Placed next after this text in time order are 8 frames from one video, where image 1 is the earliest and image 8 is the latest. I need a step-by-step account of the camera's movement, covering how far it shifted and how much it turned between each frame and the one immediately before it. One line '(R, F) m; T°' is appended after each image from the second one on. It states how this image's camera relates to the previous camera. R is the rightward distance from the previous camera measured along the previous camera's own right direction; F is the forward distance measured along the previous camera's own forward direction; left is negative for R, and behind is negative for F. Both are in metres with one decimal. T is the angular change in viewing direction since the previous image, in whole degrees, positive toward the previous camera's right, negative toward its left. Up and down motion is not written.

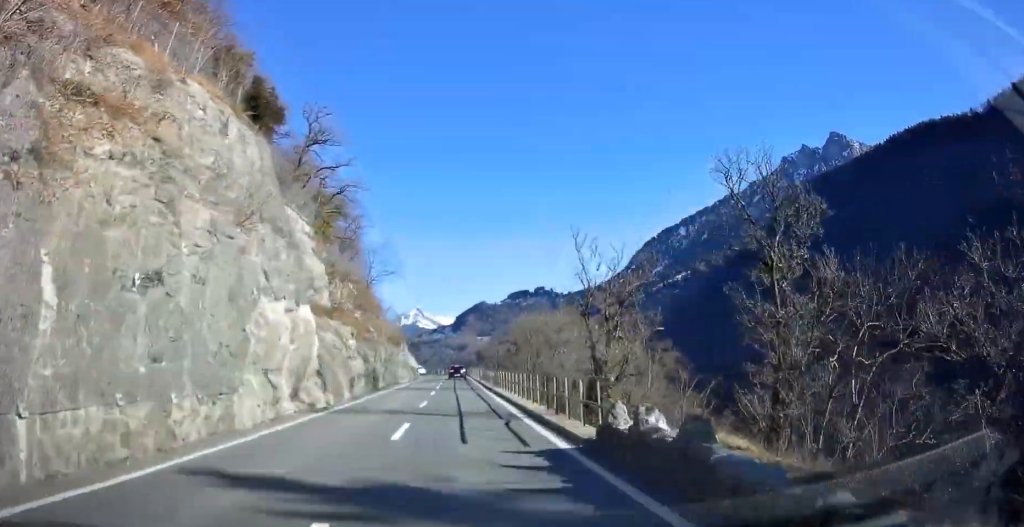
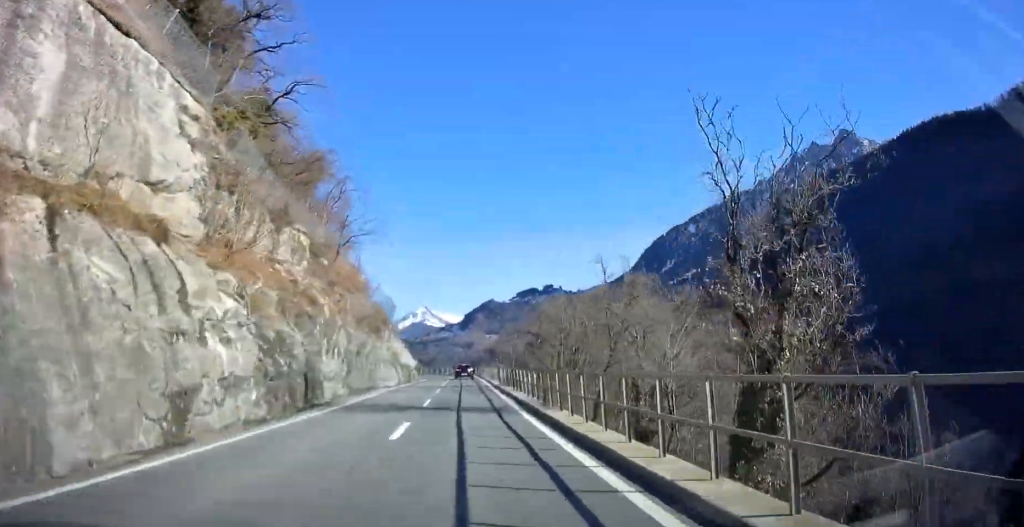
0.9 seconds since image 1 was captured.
(-0.3, +17.5) m; -2°
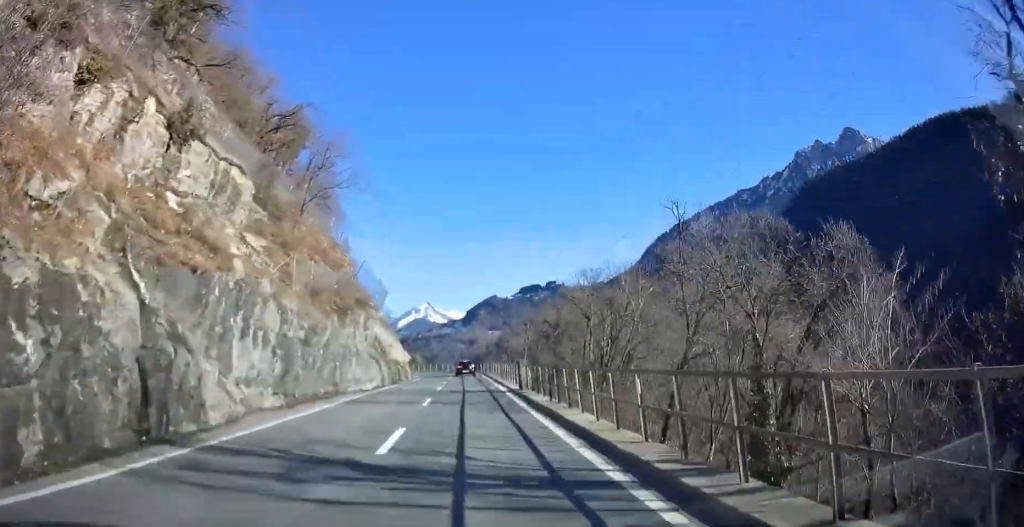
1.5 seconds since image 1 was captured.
(-0.1, +11.3) m; 0°
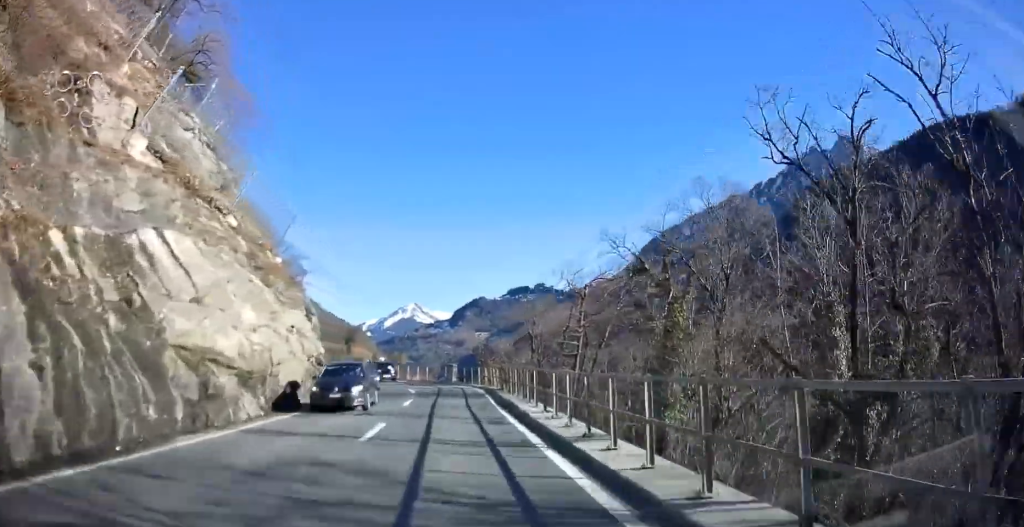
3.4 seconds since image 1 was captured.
(+0.8, +34.3) m; +2°
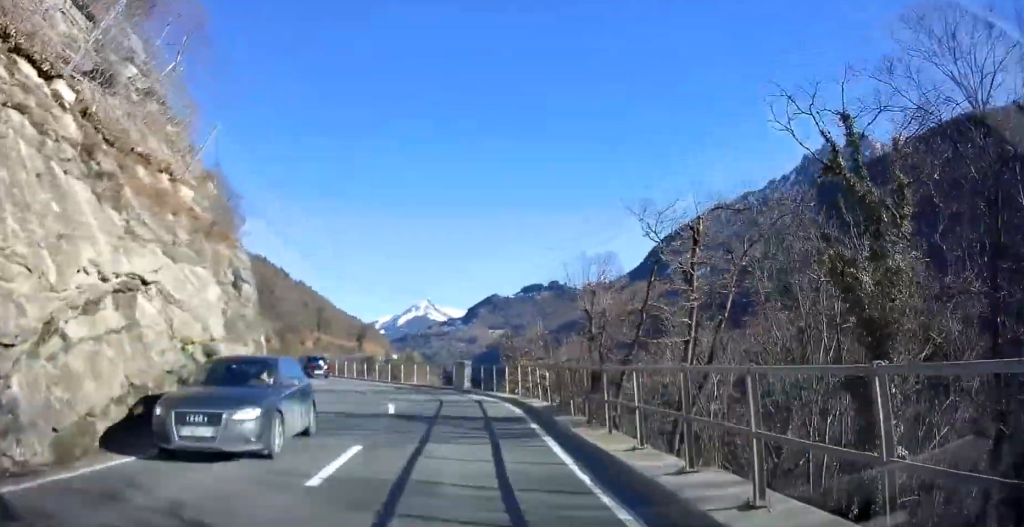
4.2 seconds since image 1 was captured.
(-0.1, +12.0) m; -1°
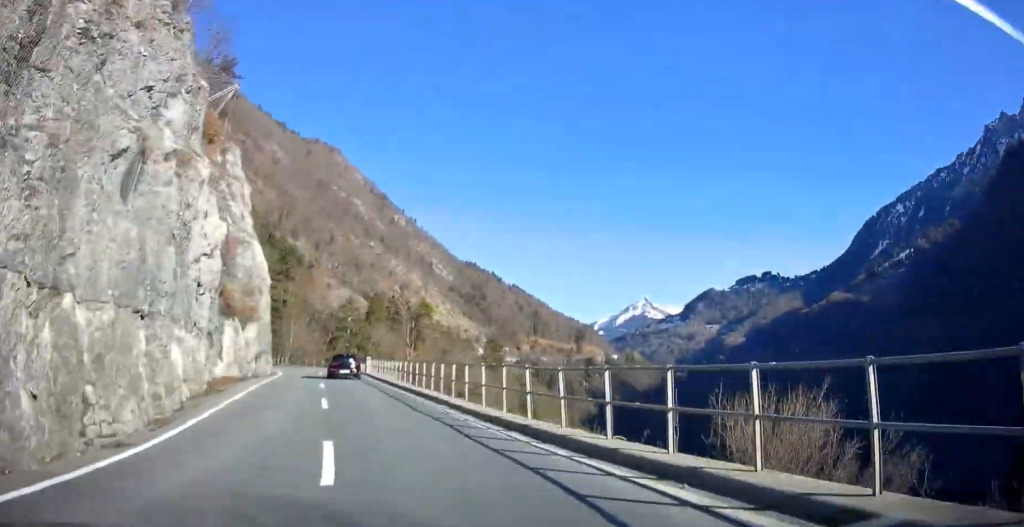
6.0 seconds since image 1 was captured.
(-3.0, +27.0) m; -18°
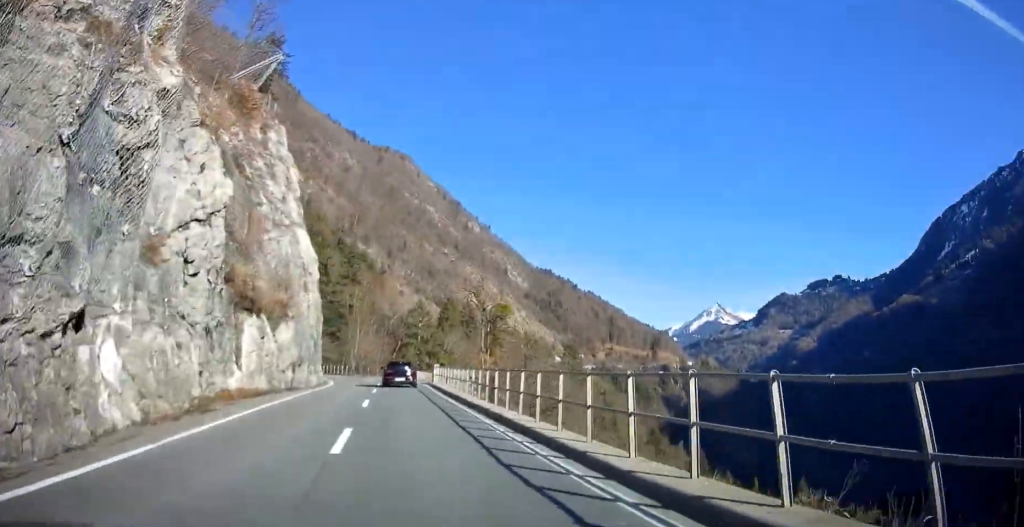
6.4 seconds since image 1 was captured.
(-0.6, +6.6) m; -4°
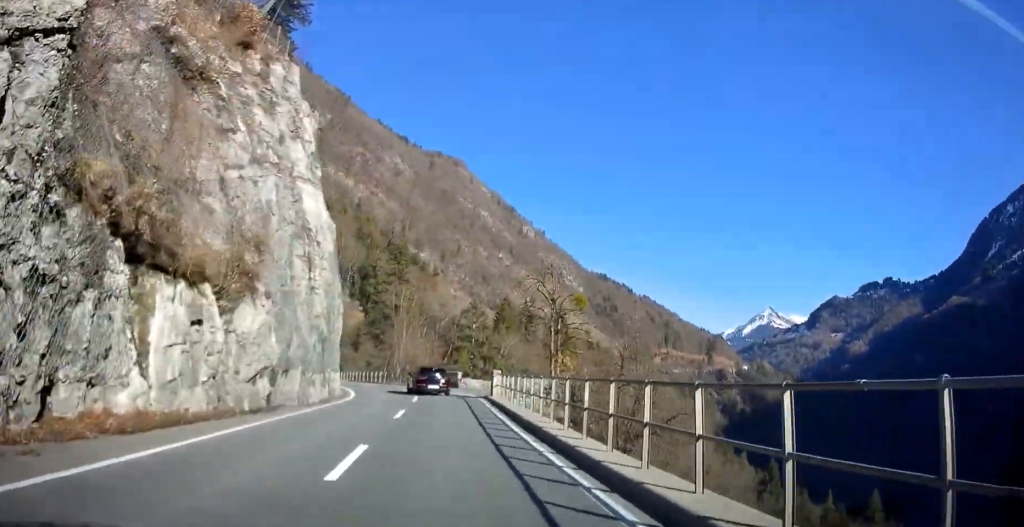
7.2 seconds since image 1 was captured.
(-0.6, +10.9) m; -5°
